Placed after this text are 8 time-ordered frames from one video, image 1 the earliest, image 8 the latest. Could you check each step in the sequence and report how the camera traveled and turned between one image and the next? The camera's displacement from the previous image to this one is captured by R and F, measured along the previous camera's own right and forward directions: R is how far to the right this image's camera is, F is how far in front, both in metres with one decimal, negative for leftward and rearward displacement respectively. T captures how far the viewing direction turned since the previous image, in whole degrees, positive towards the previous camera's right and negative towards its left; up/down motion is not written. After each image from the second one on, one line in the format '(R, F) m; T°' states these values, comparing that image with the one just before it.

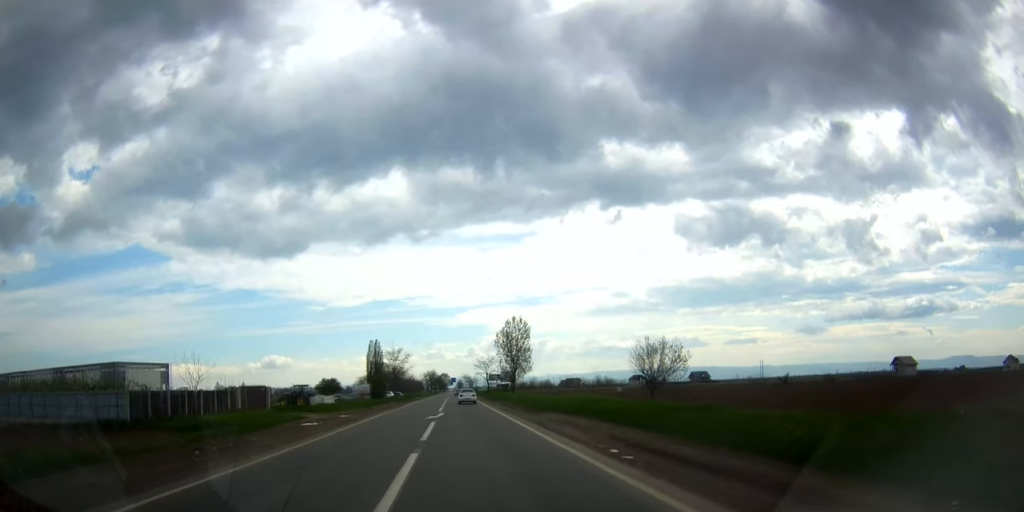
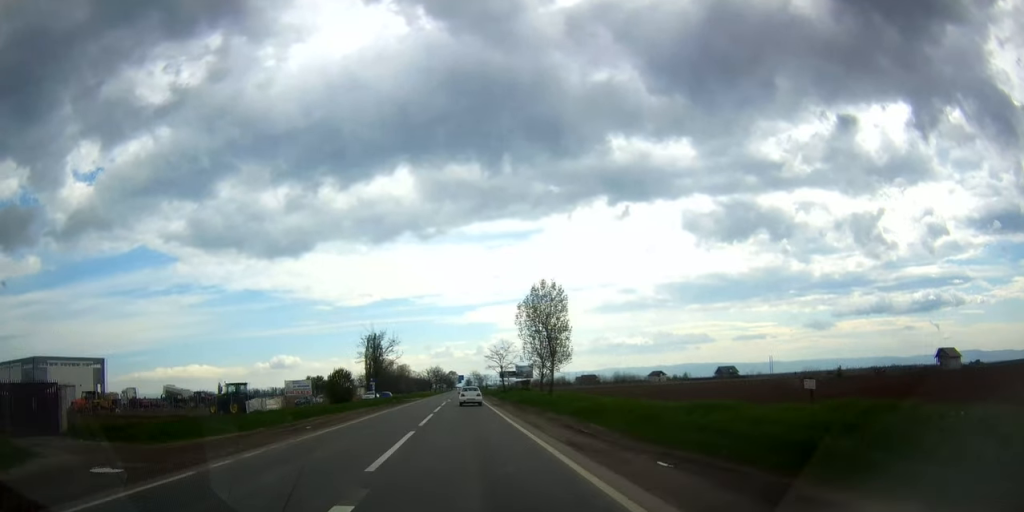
(+0.4, +29.5) m; 0°
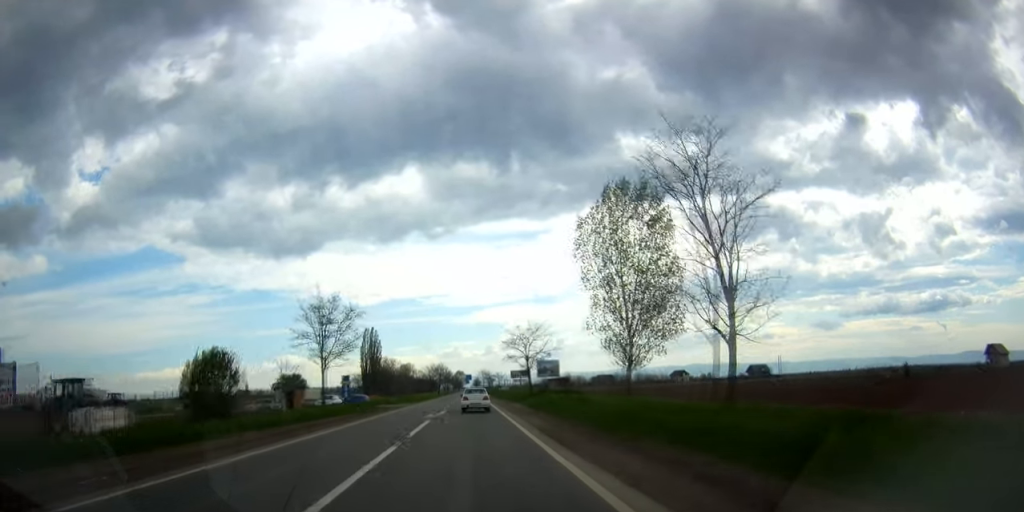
(-0.2, +34.3) m; -1°
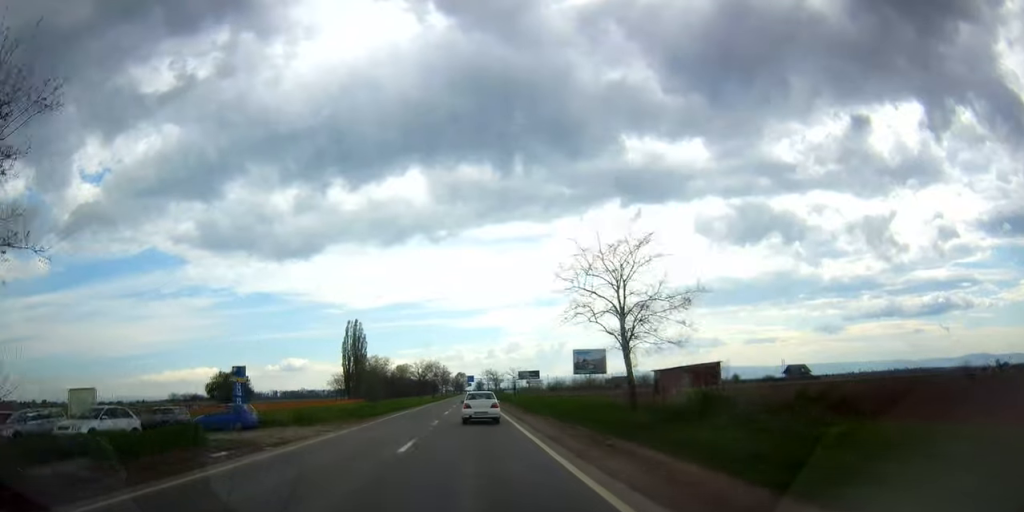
(-0.4, +45.2) m; -1°
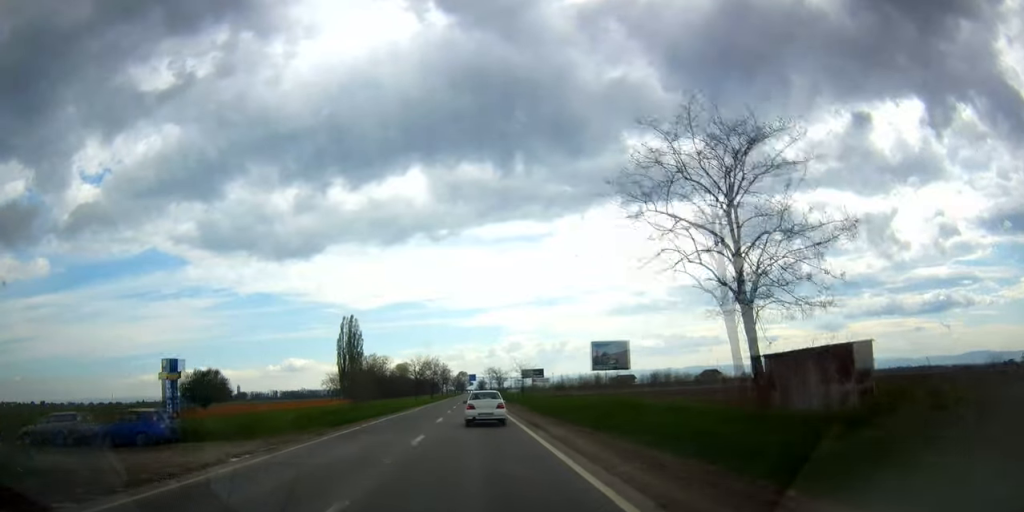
(0.0, +11.8) m; -1°
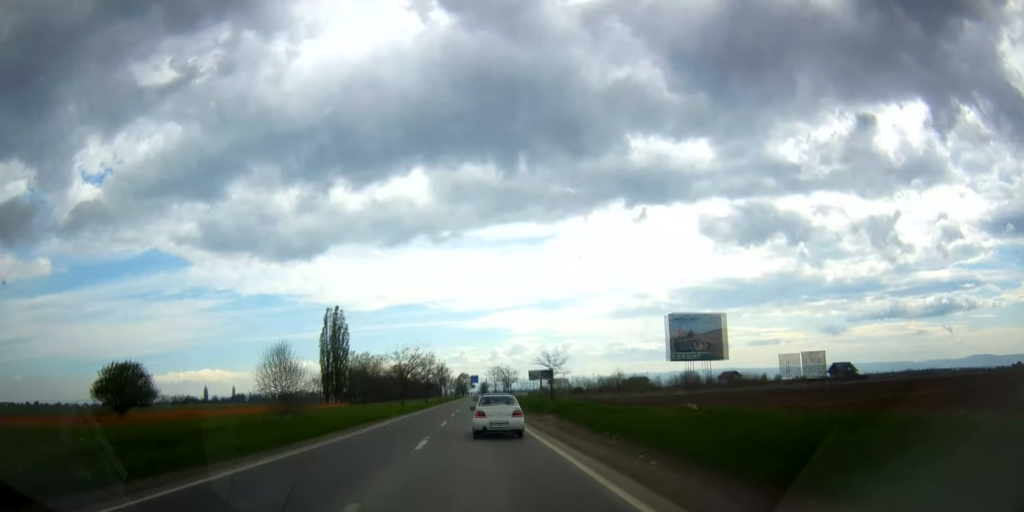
(-0.4, +25.3) m; 0°
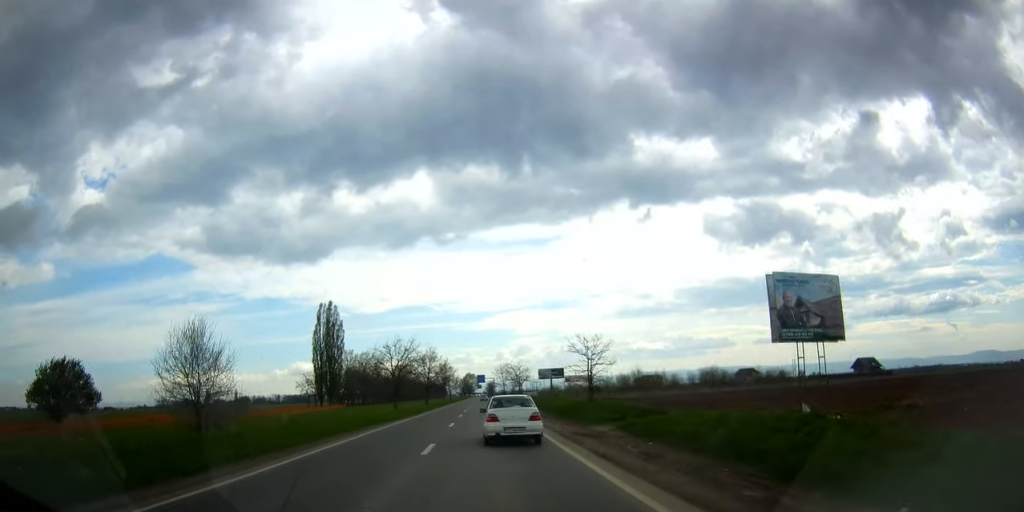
(+0.1, +13.2) m; +1°
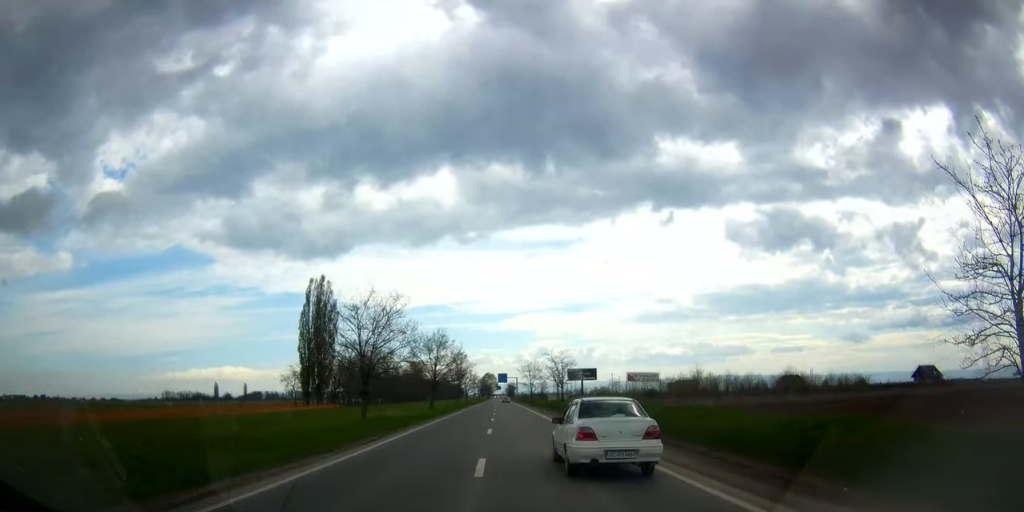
(+0.3, +25.7) m; 0°
